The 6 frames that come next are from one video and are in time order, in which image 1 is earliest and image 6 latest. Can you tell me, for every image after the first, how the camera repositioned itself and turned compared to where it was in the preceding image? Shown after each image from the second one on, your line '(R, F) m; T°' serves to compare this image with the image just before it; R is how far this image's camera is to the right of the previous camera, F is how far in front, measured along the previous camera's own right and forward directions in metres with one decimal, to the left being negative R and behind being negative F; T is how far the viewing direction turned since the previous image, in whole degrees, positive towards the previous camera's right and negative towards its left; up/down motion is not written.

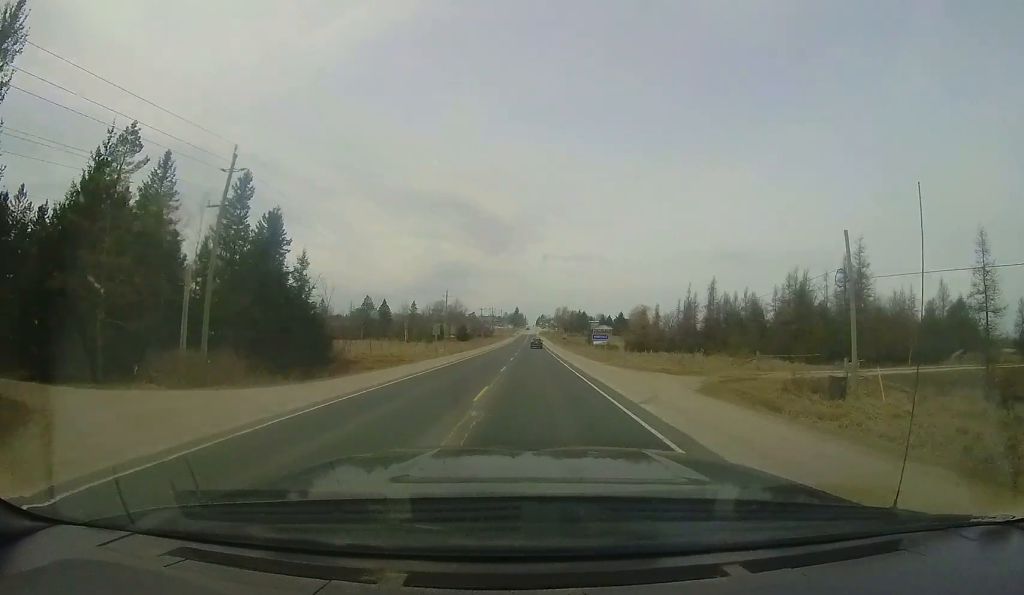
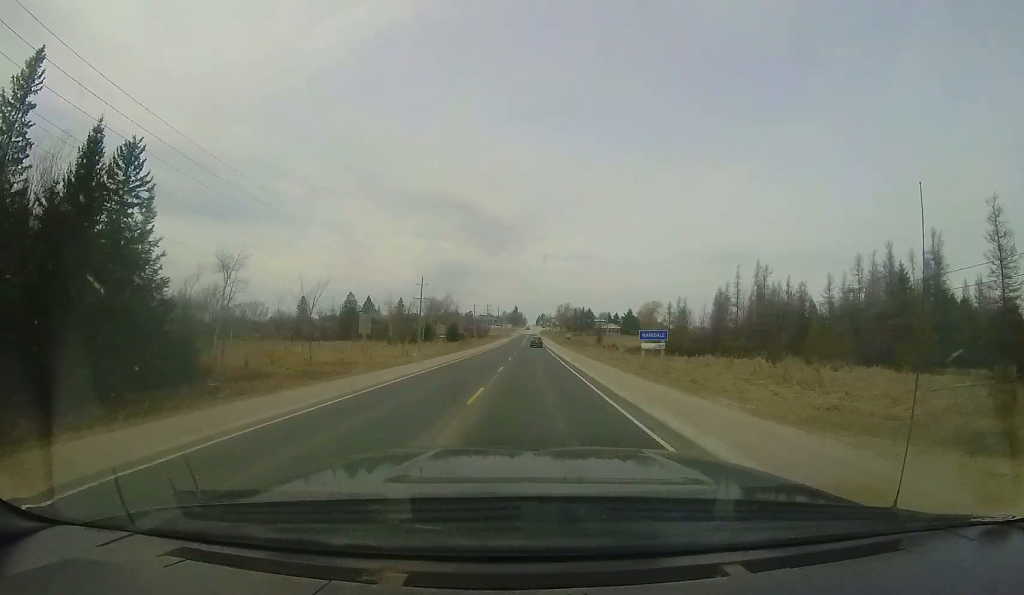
(+0.1, +18.2) m; 0°
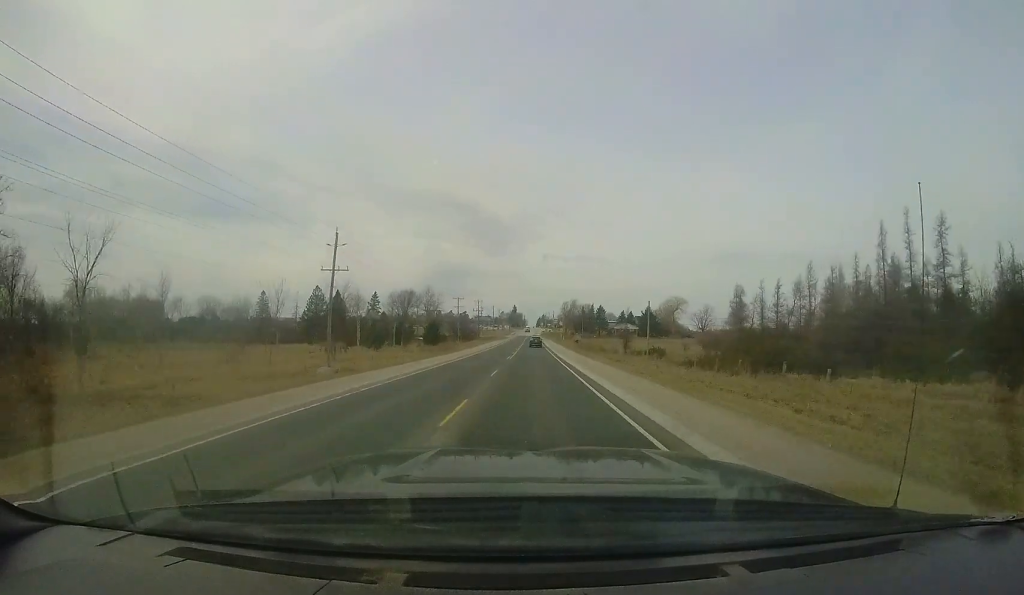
(0.0, +28.8) m; 0°
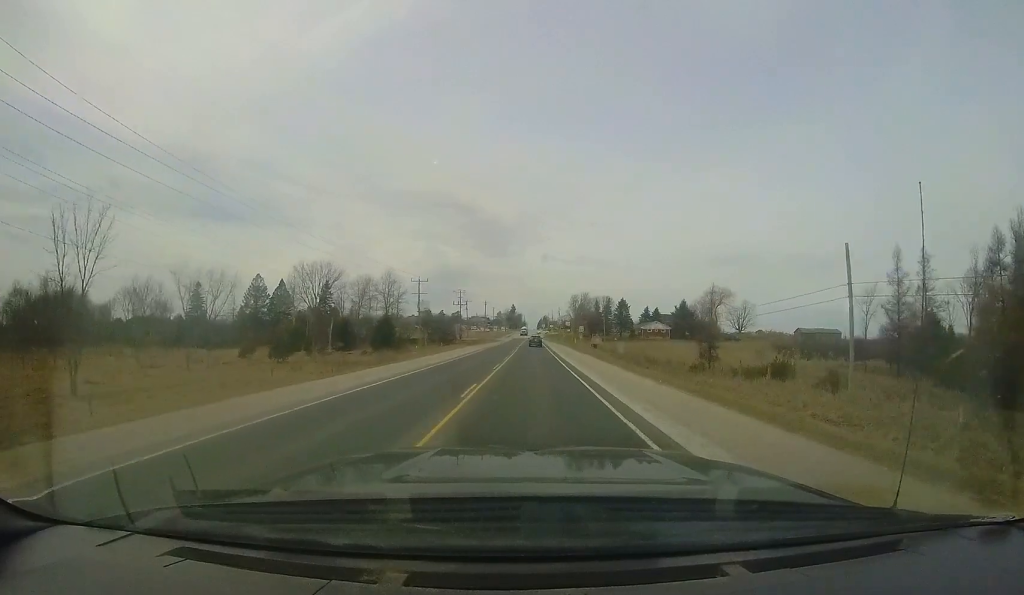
(0.0, +35.3) m; 0°
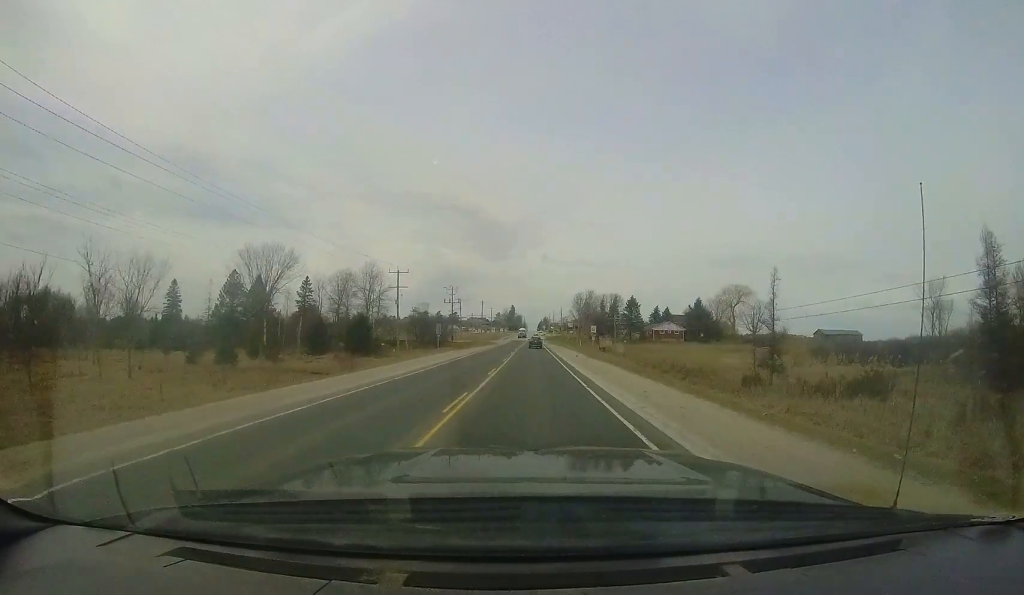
(0.0, +10.5) m; -1°
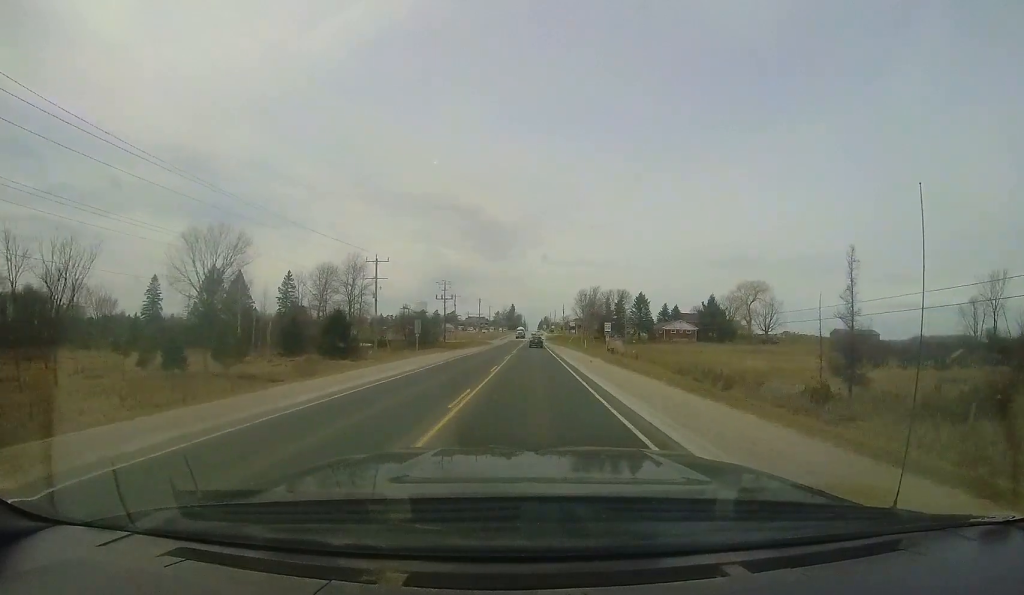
(+0.1, +8.2) m; -1°
